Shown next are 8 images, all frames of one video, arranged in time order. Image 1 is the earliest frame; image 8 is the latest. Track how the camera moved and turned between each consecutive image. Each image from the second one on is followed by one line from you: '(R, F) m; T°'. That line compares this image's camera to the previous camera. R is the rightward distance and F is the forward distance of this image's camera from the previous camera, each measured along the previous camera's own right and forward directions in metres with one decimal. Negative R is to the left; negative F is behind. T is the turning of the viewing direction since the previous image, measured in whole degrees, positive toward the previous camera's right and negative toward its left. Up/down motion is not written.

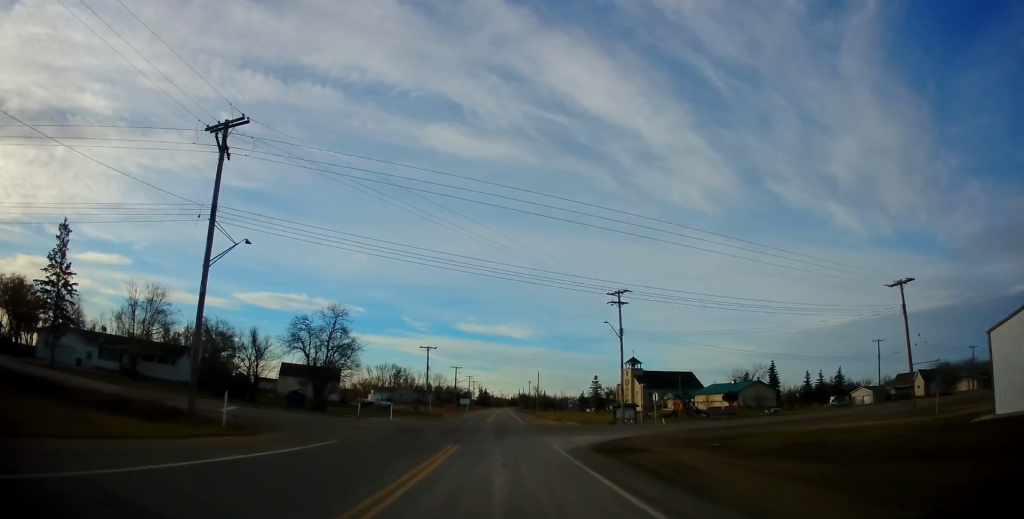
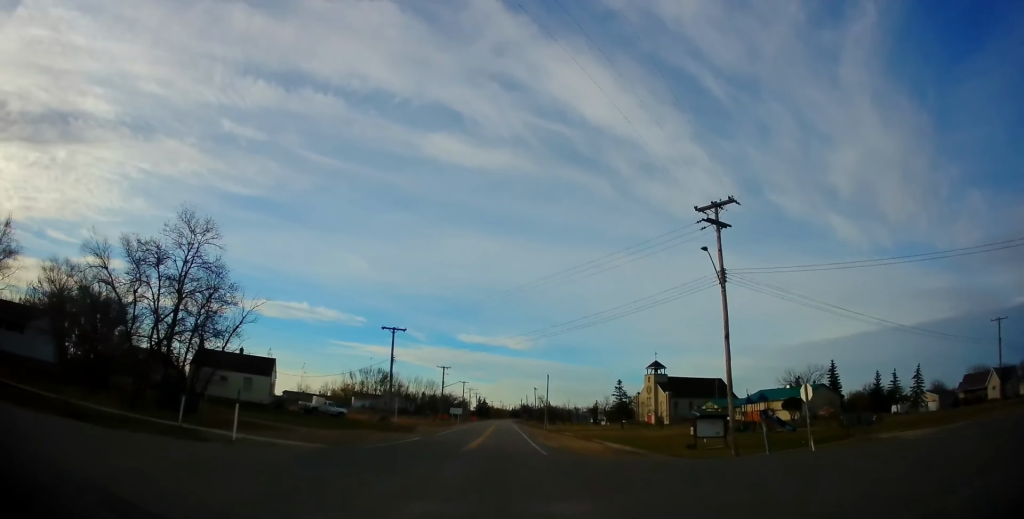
(+0.1, +26.3) m; -1°
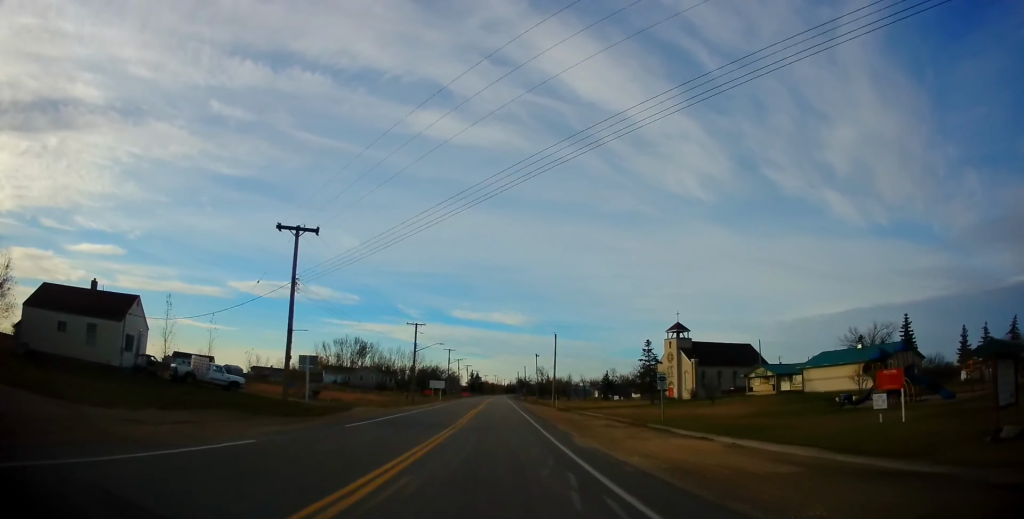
(+0.1, +24.6) m; +1°
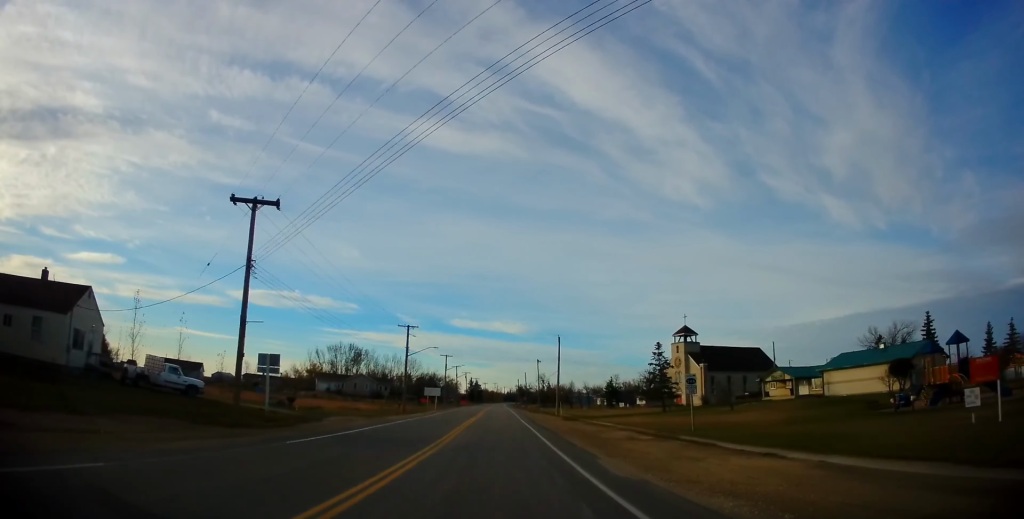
(-0.1, +5.5) m; 0°
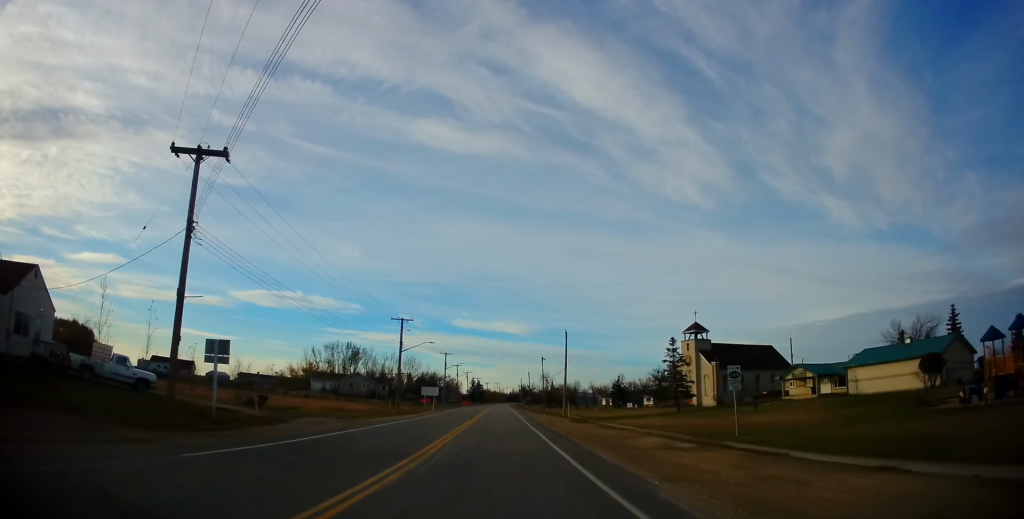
(+0.1, +4.8) m; +1°
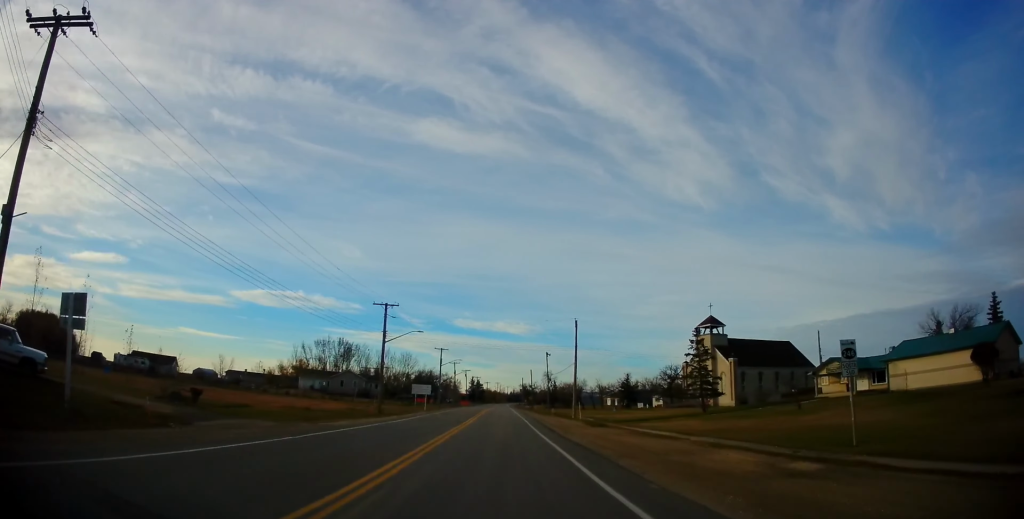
(+0.2, +7.9) m; +1°
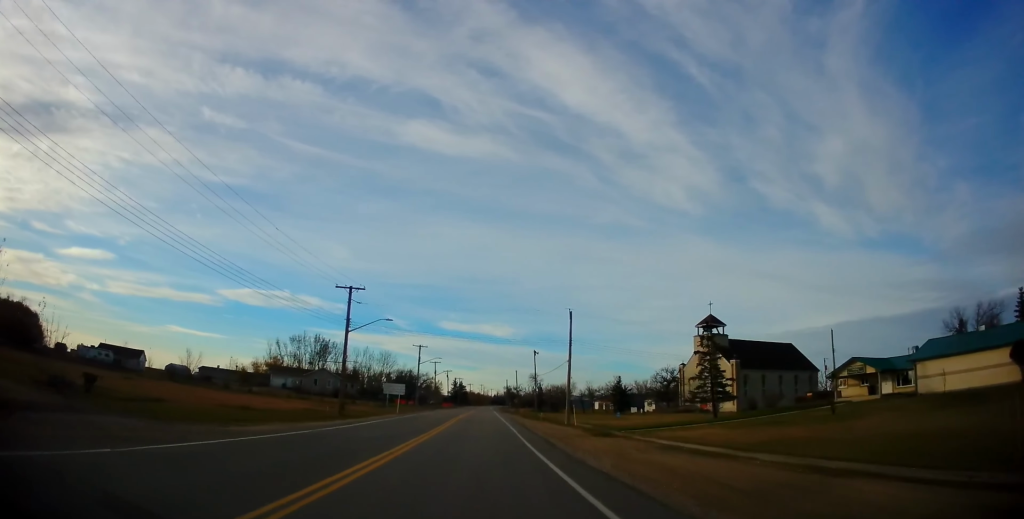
(-0.1, +6.3) m; +1°
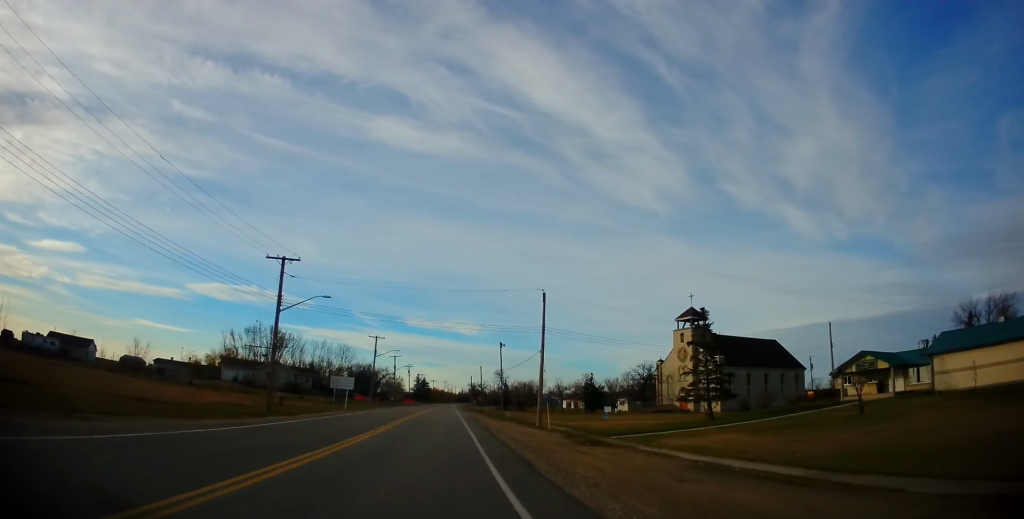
(+0.1, +6.4) m; +2°
